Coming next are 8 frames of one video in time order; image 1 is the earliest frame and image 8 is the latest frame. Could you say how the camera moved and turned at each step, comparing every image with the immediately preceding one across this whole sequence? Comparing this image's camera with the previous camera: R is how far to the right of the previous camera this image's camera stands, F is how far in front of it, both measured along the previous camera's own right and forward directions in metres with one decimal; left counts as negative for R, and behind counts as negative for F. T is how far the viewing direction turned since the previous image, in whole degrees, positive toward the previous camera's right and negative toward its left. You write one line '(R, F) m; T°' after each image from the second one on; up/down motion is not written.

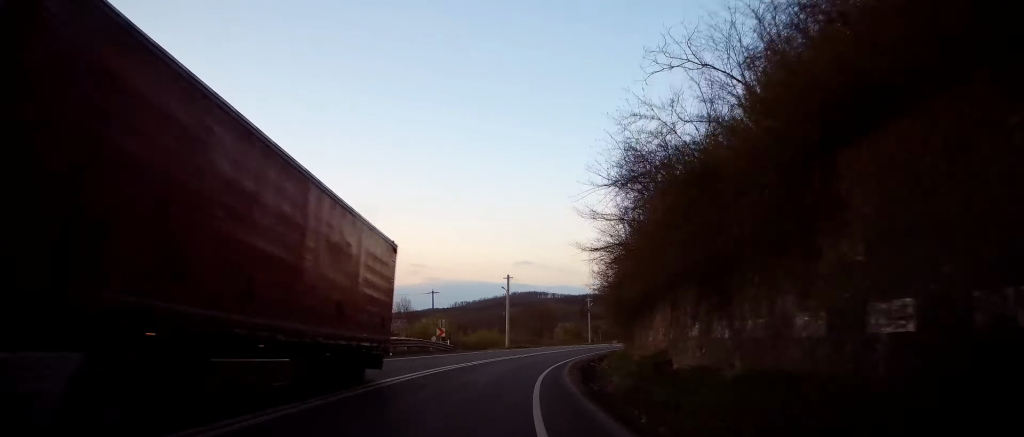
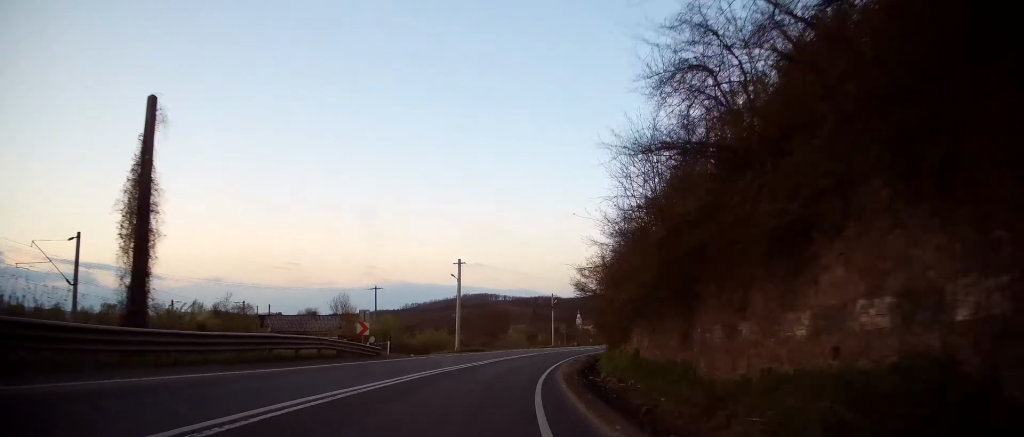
(+0.6, +12.7) m; +5°
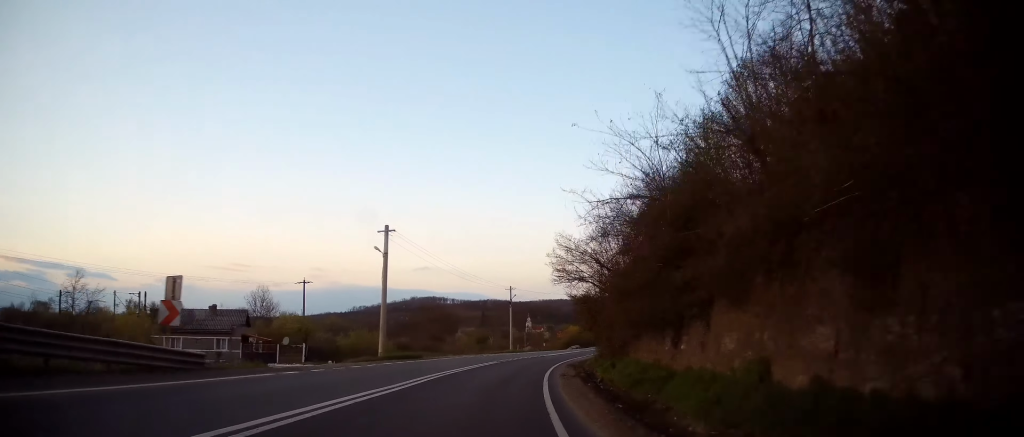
(+0.8, +14.9) m; +6°
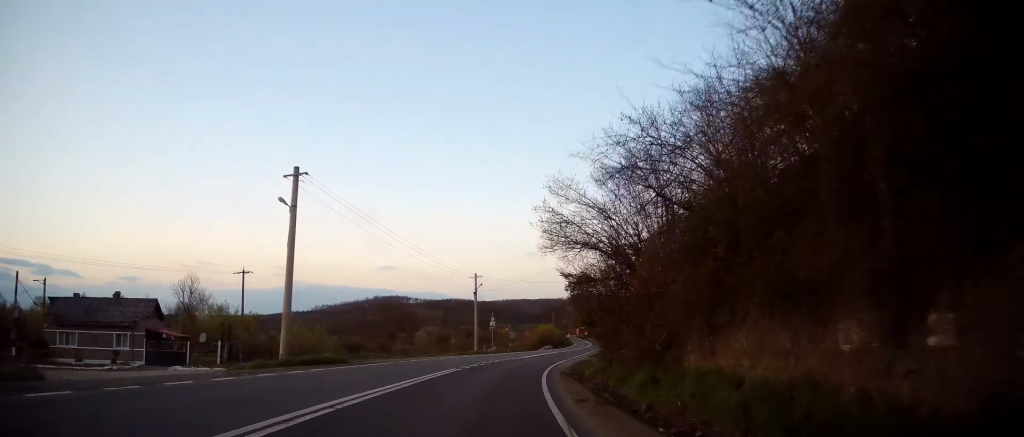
(+0.6, +11.0) m; +5°
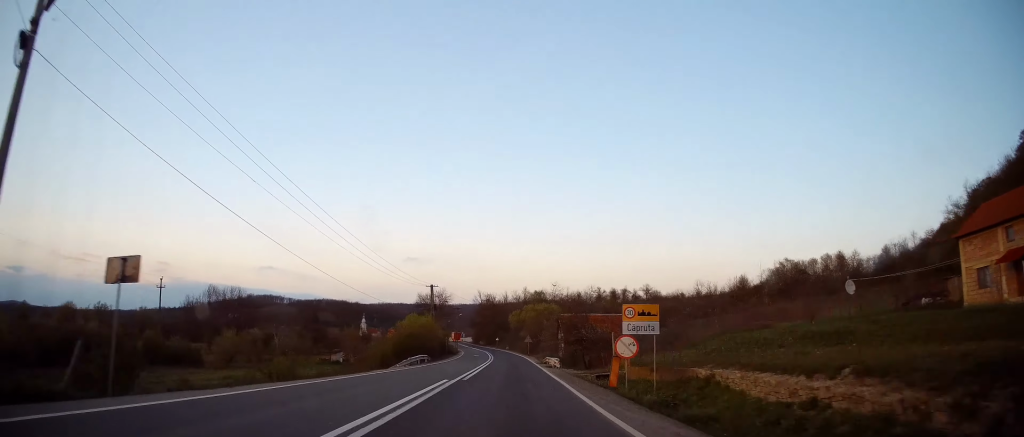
(+5.4, +45.1) m; +12°
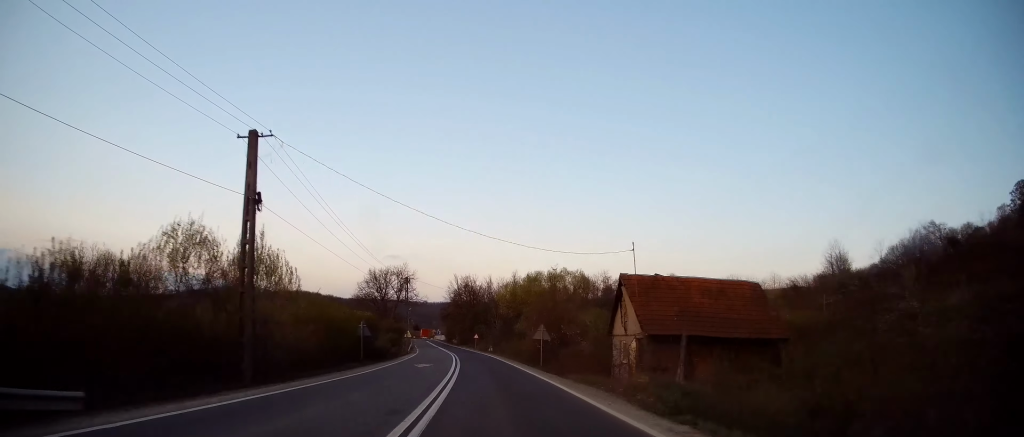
(+2.8, +39.4) m; +6°
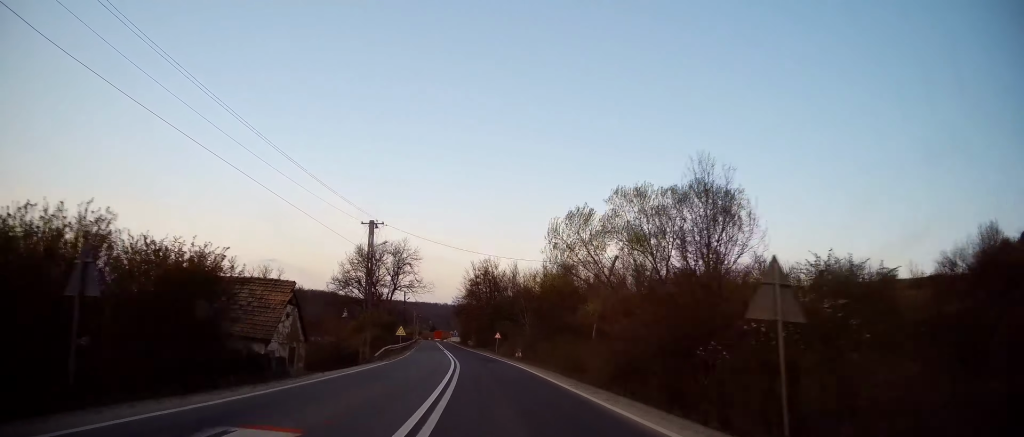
(0.0, +25.9) m; 0°
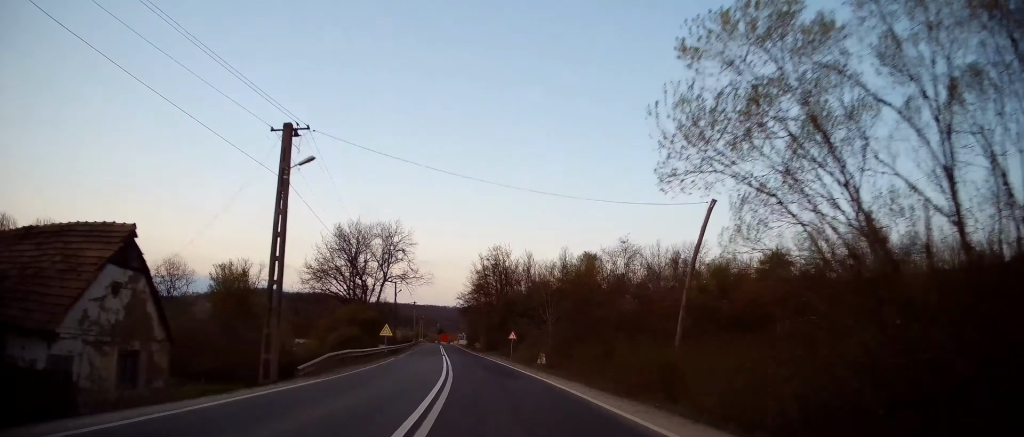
(0.0, +14.4) m; -1°
